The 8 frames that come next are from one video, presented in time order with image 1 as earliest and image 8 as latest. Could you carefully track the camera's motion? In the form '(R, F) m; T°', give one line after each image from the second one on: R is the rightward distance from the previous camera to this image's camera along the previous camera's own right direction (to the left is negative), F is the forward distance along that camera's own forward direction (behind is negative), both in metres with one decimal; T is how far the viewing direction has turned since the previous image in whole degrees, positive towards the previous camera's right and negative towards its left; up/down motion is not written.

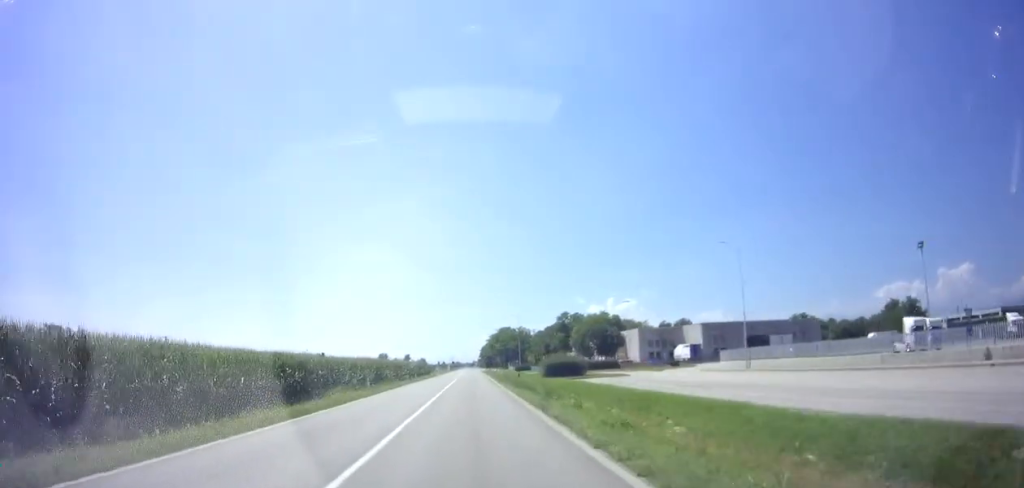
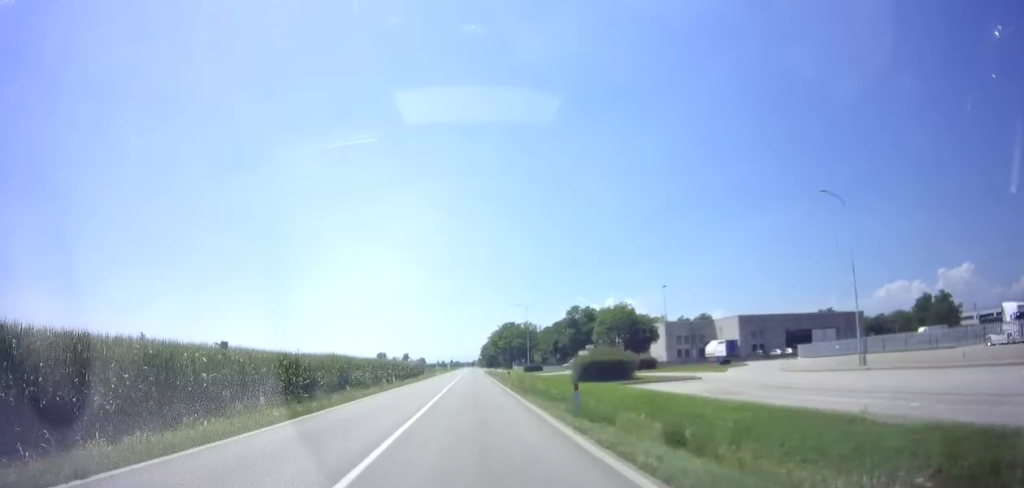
(+0.1, +15.2) m; 0°
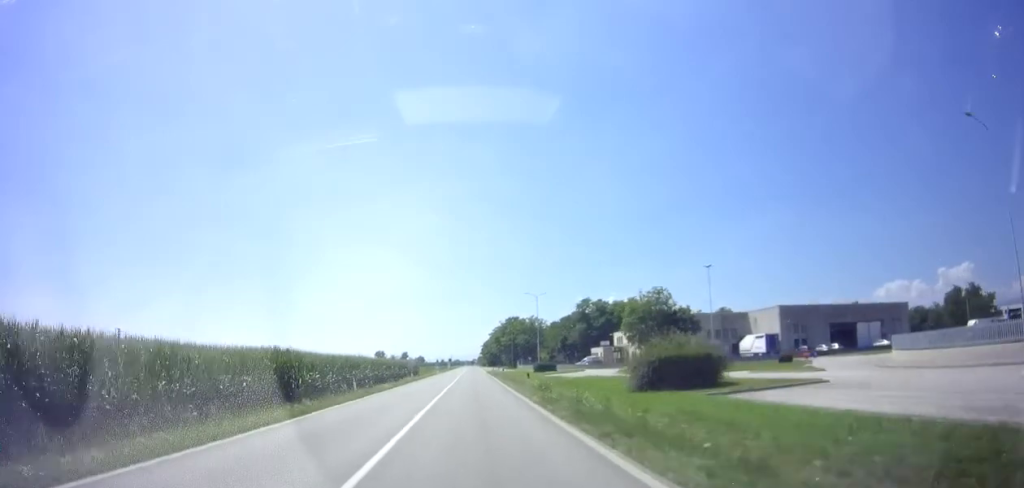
(-0.3, +13.7) m; -1°
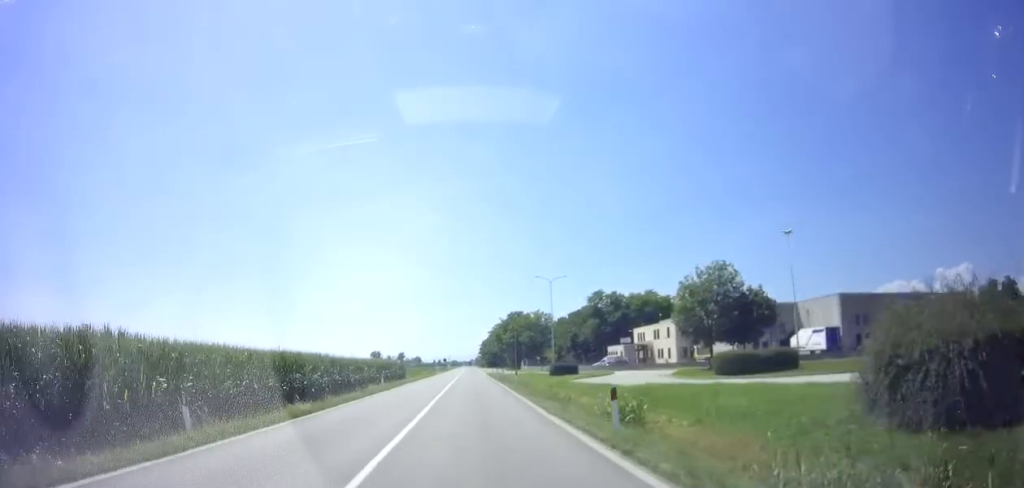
(+0.1, +15.1) m; 0°
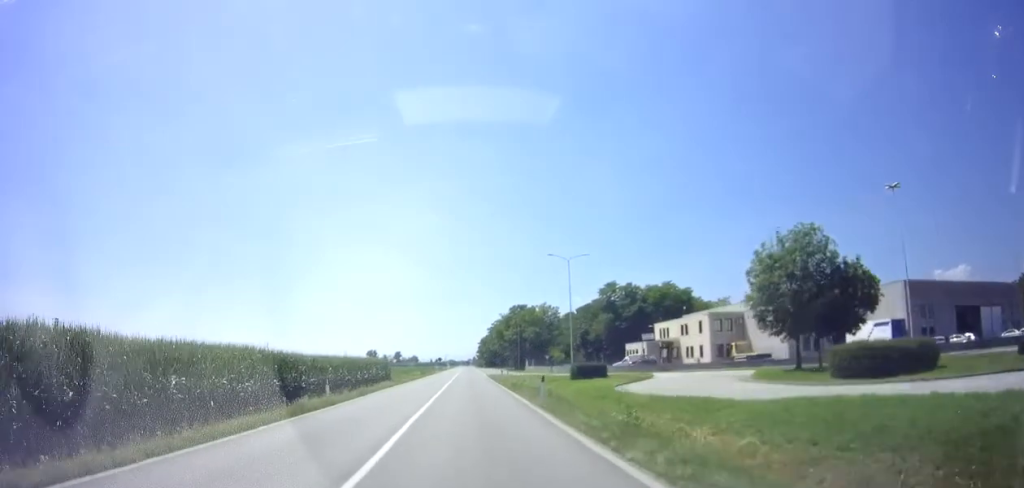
(0.0, +12.2) m; 0°
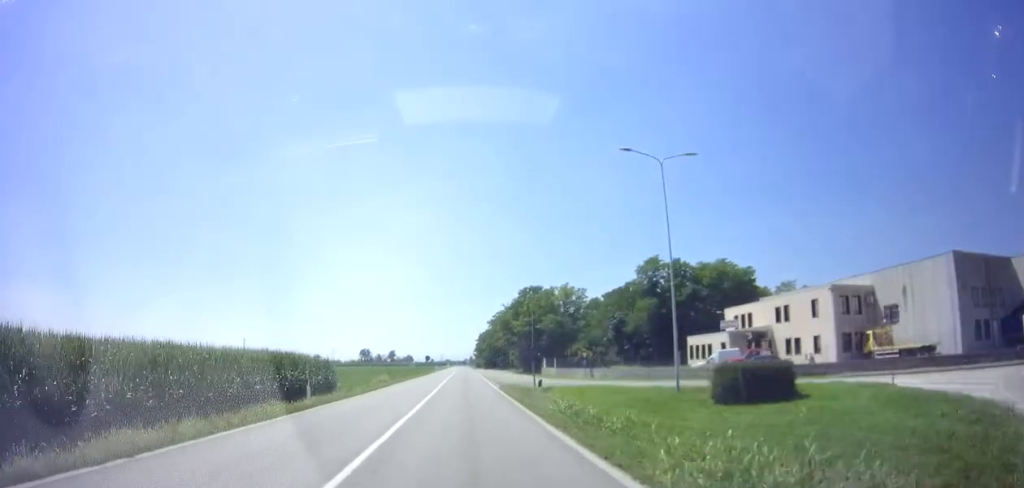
(0.0, +25.0) m; 0°
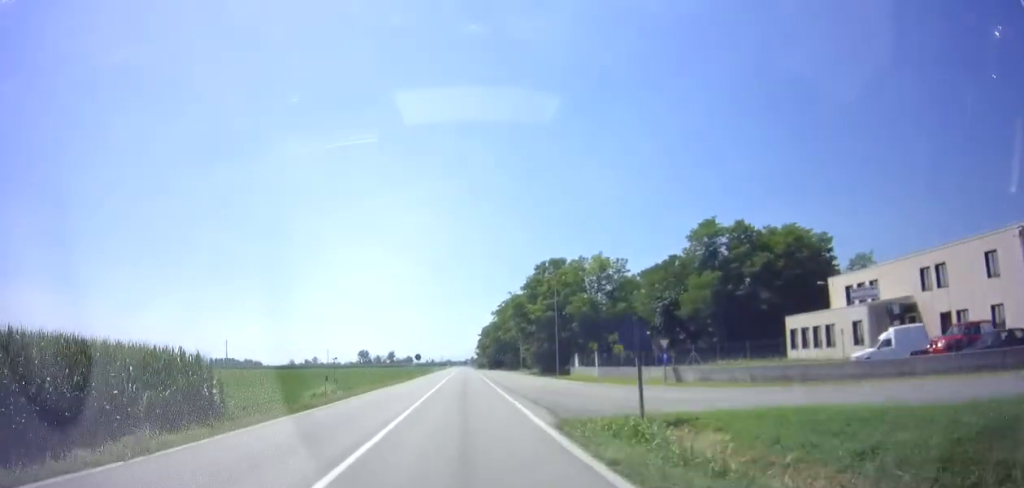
(+0.1, +20.0) m; 0°
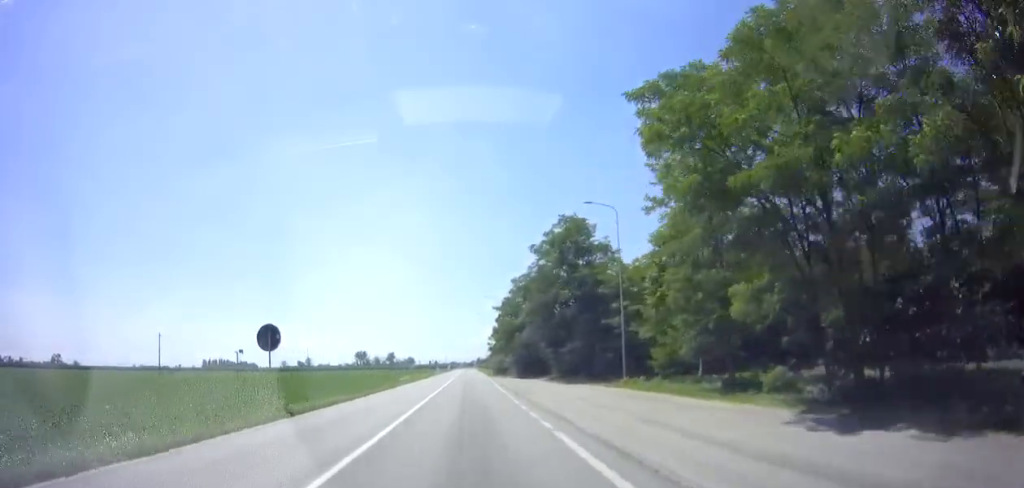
(-0.8, +55.6) m; 0°
